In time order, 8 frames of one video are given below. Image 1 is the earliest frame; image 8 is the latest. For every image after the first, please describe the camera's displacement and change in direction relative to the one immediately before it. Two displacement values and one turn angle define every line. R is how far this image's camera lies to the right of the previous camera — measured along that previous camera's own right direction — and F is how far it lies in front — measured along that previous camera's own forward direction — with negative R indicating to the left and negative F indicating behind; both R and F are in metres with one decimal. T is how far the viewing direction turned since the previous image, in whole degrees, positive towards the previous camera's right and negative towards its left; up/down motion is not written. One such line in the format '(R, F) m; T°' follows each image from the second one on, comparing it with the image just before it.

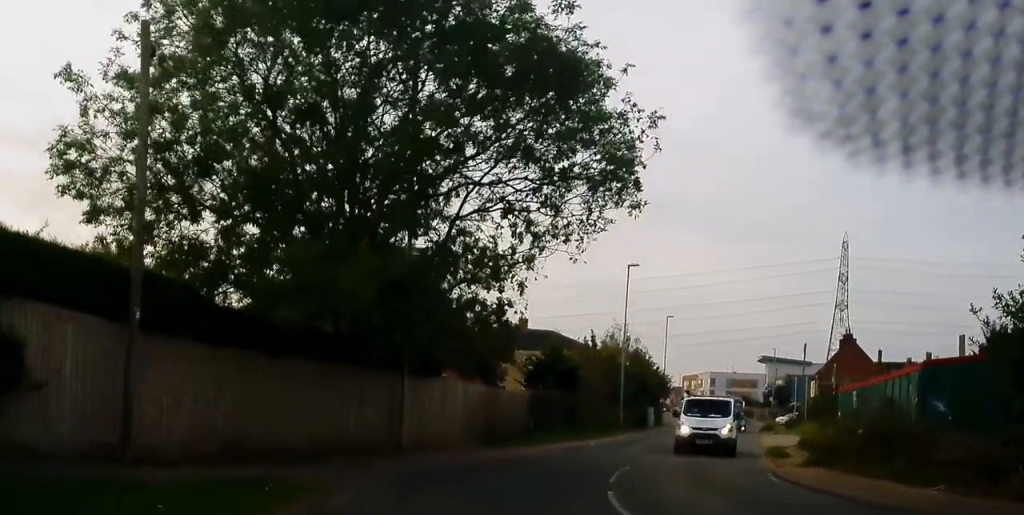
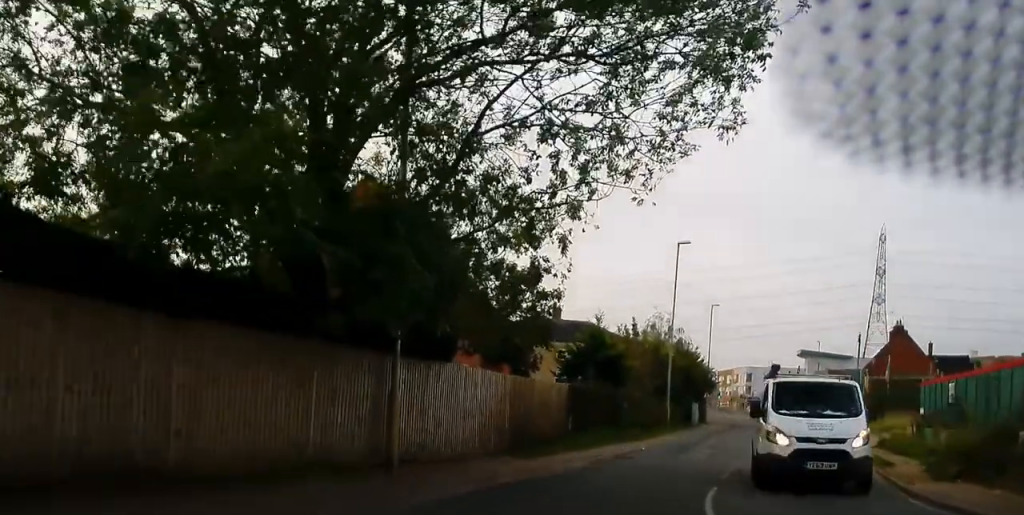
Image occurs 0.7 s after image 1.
(-0.1, +5.5) m; 0°
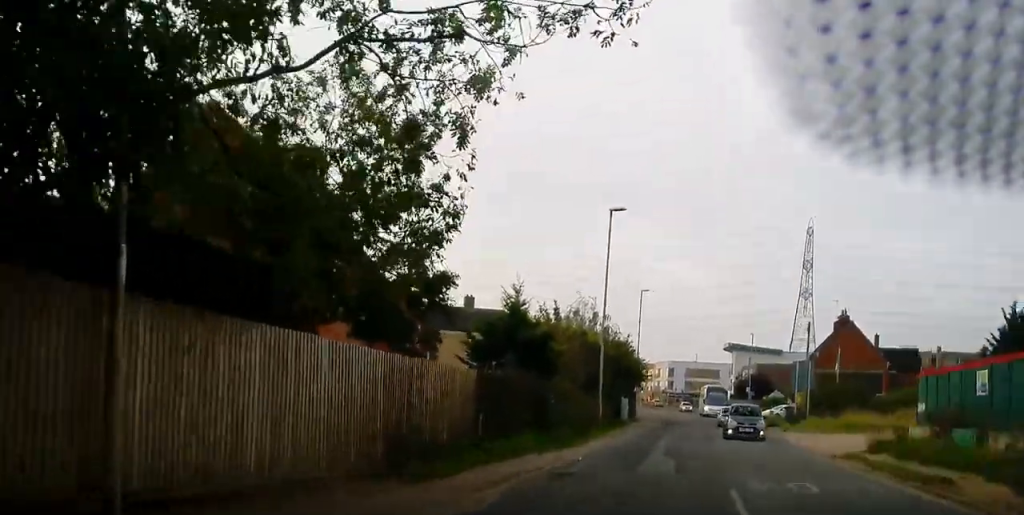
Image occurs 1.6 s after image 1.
(+0.1, +6.6) m; +4°
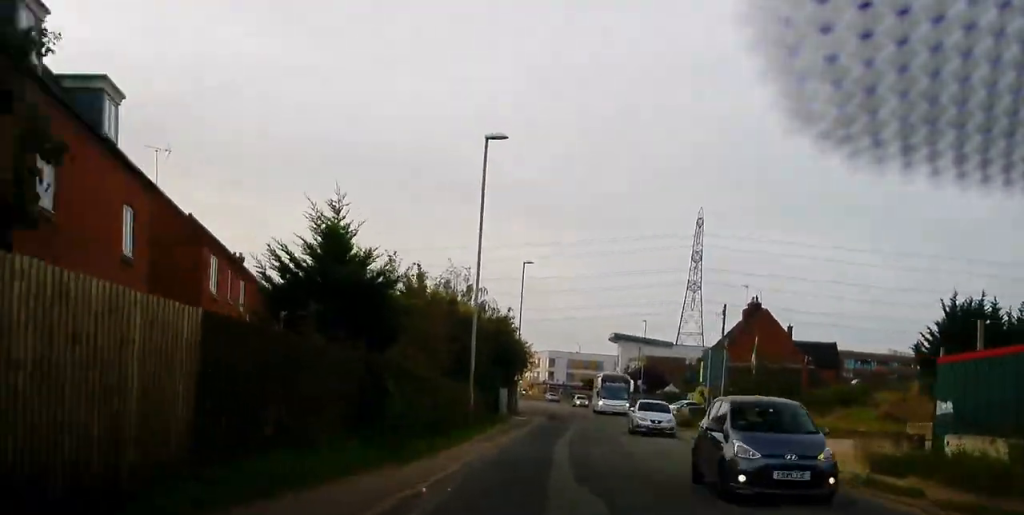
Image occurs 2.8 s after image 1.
(+0.5, +8.7) m; +6°
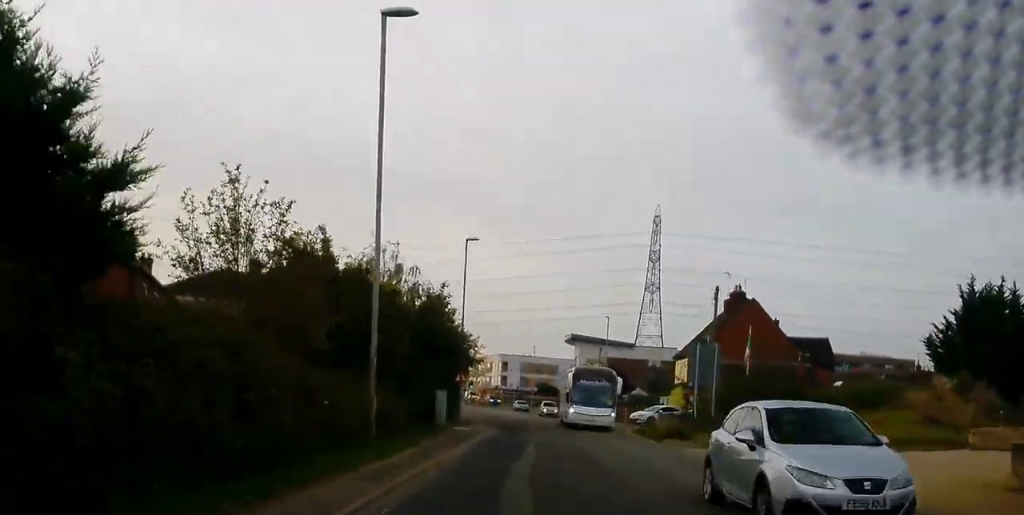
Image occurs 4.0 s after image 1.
(+0.3, +9.4) m; +2°
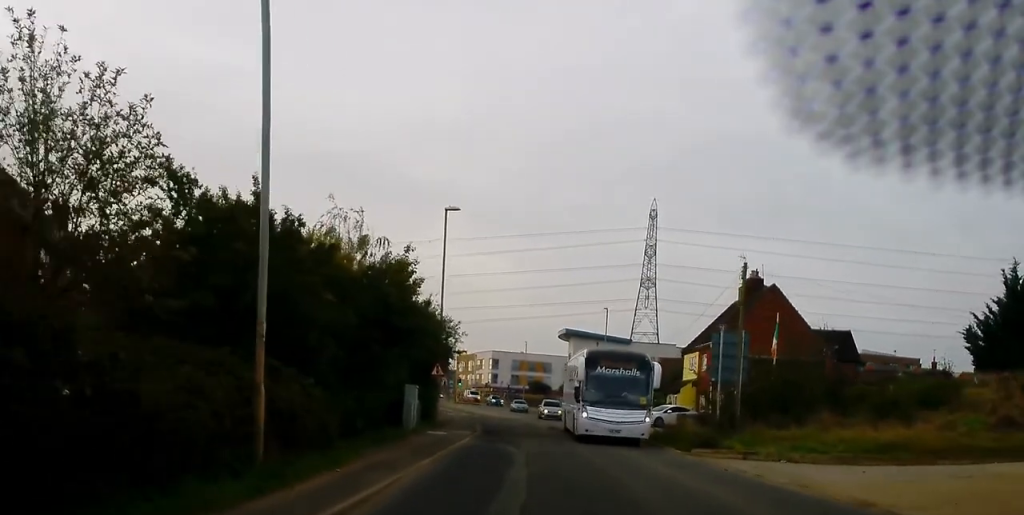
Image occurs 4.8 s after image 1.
(-0.2, +6.7) m; +3°
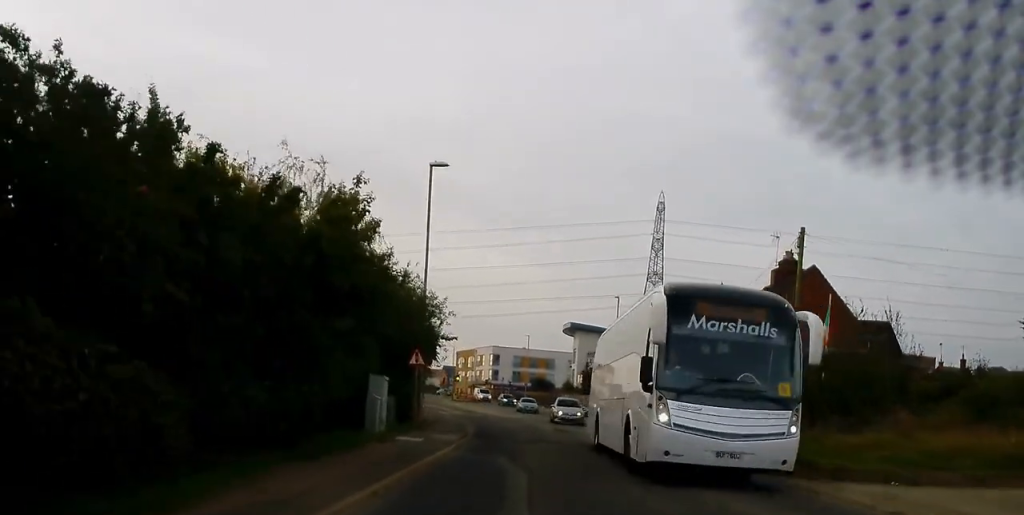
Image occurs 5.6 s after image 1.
(+0.5, +6.8) m; +2°
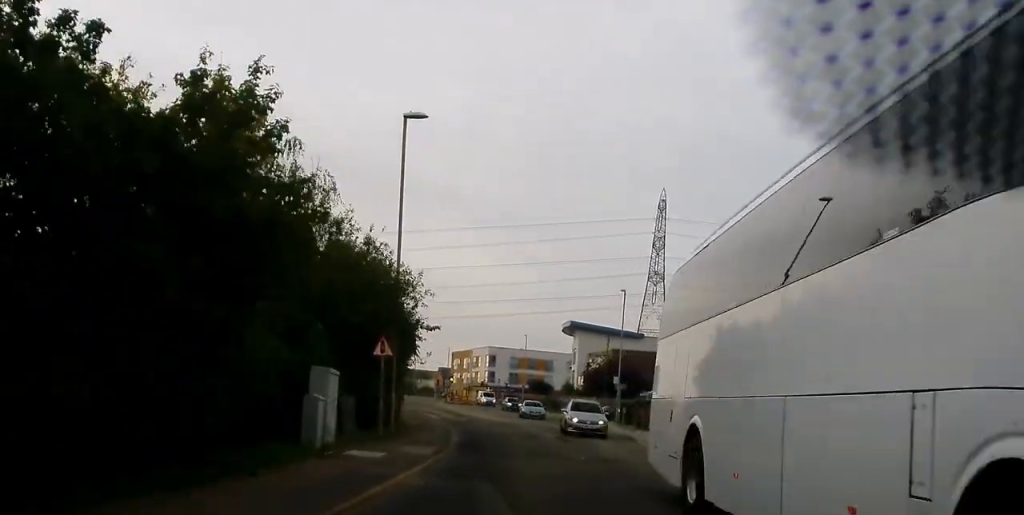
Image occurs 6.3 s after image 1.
(0.0, +5.8) m; 0°
